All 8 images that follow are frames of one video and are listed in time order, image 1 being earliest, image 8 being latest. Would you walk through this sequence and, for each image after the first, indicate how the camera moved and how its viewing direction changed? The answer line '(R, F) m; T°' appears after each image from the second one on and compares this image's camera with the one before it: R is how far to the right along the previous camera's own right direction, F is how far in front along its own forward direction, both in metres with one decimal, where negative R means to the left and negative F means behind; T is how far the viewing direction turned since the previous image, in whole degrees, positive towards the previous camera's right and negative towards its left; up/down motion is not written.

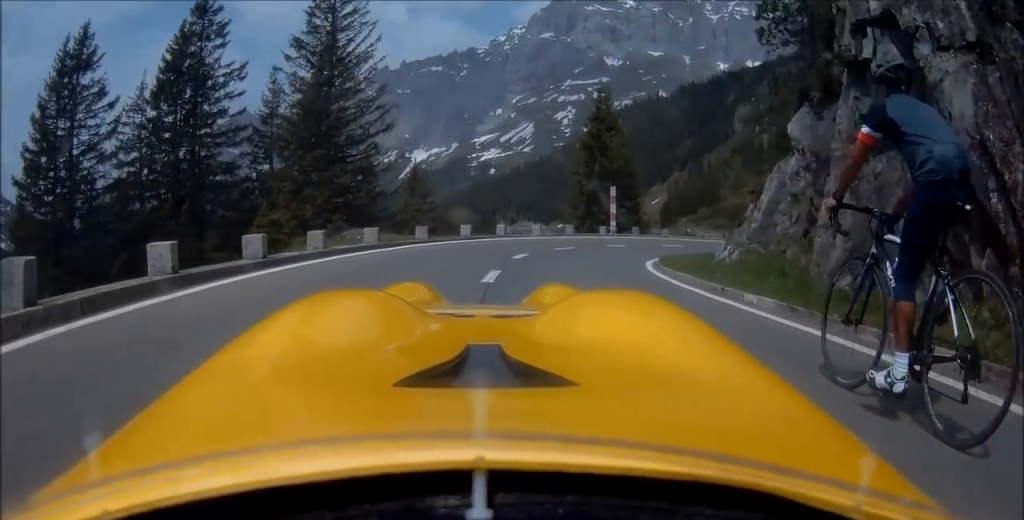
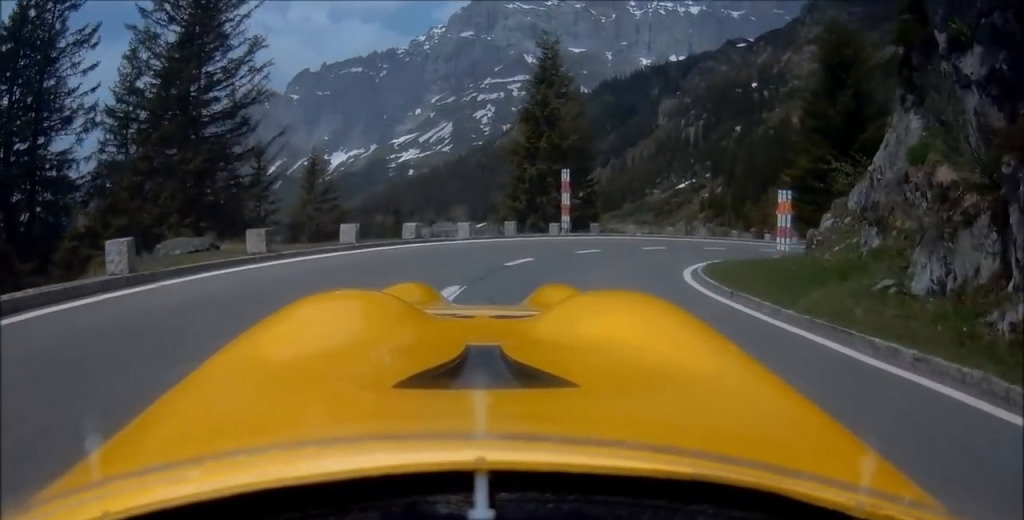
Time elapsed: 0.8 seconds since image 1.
(-0.5, +10.4) m; +3°
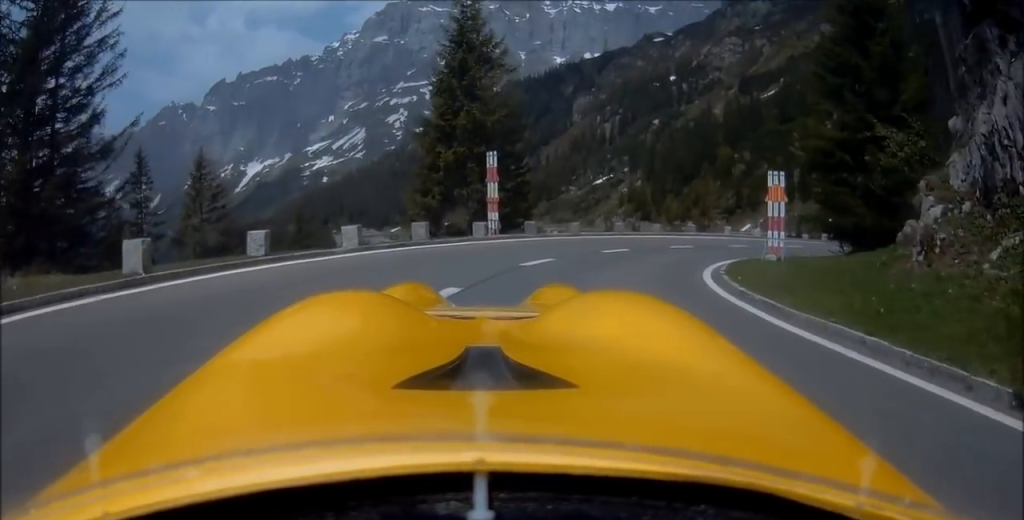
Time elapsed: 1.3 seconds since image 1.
(+0.6, +6.6) m; +6°
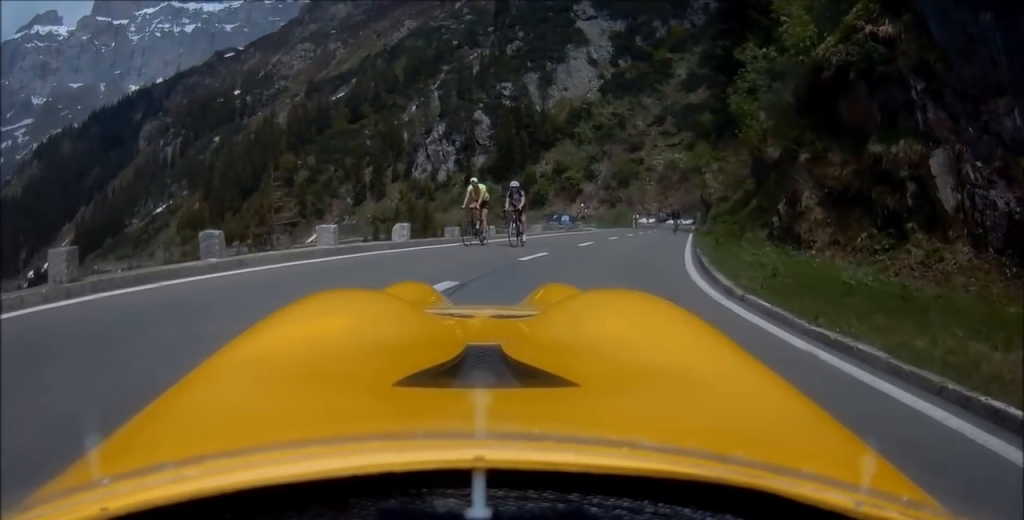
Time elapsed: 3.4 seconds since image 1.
(+4.9, +24.4) m; +23°
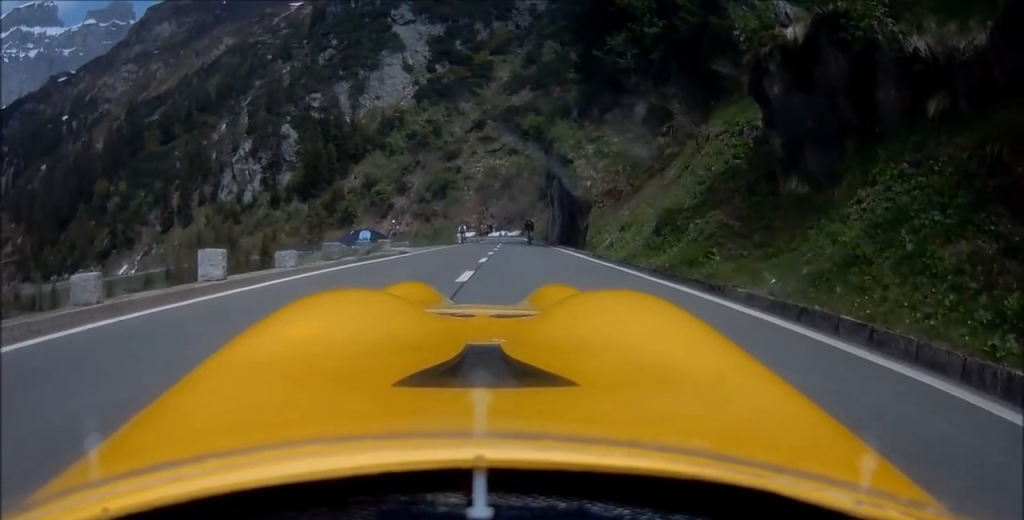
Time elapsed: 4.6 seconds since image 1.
(+1.8, +13.2) m; +17°
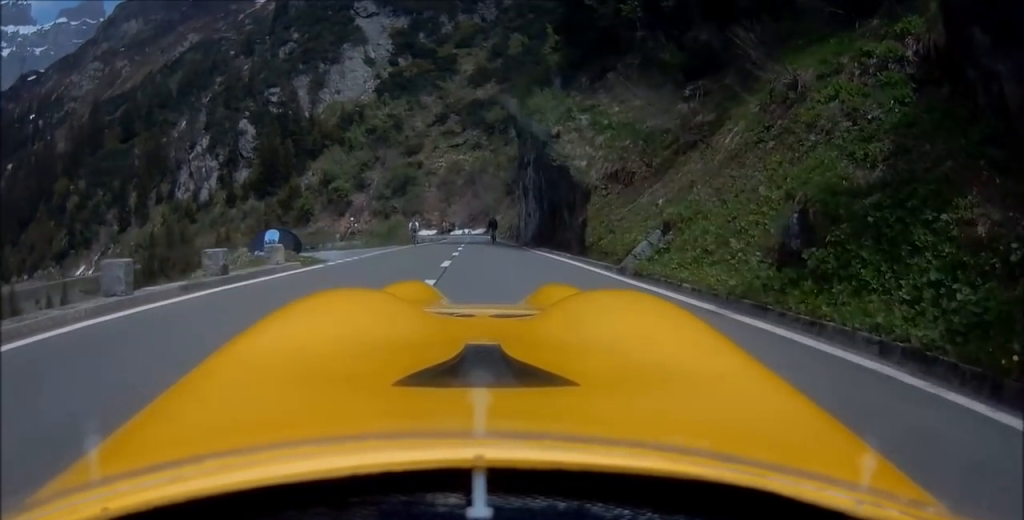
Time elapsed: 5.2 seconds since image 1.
(+0.6, +6.8) m; +8°
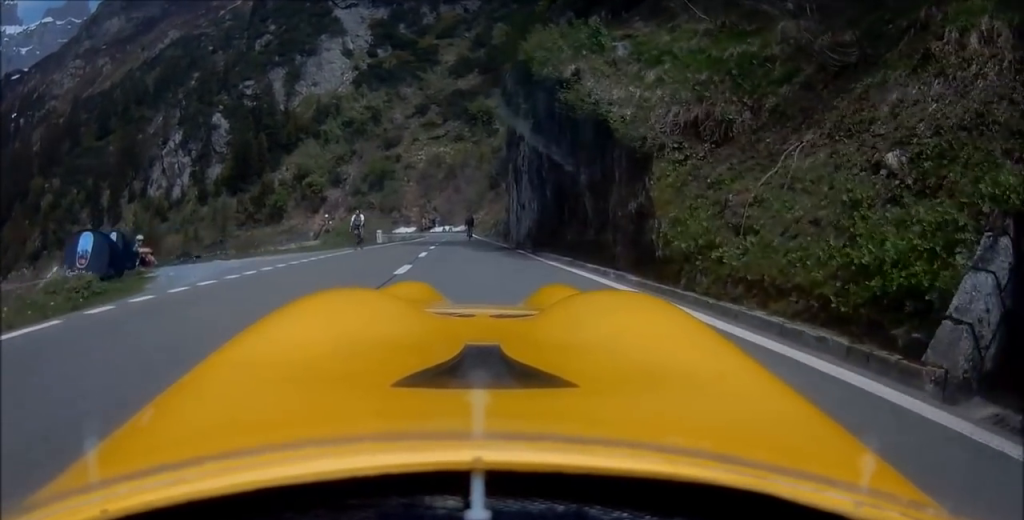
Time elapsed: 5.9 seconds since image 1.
(+0.3, +7.5) m; +8°
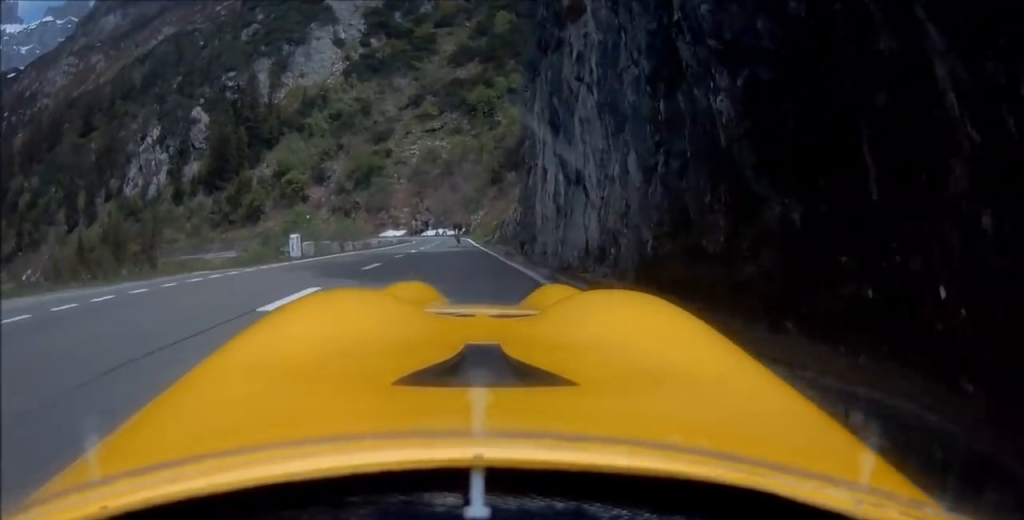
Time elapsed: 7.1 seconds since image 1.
(+2.1, +15.2) m; +11°
